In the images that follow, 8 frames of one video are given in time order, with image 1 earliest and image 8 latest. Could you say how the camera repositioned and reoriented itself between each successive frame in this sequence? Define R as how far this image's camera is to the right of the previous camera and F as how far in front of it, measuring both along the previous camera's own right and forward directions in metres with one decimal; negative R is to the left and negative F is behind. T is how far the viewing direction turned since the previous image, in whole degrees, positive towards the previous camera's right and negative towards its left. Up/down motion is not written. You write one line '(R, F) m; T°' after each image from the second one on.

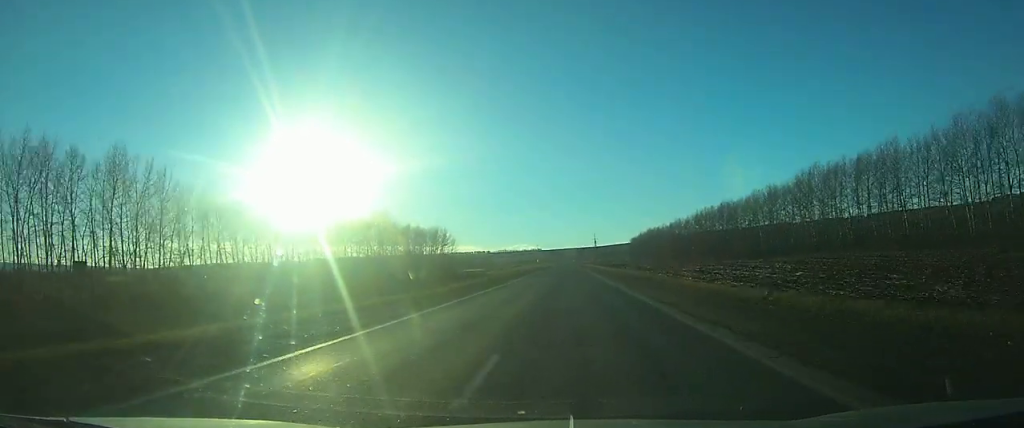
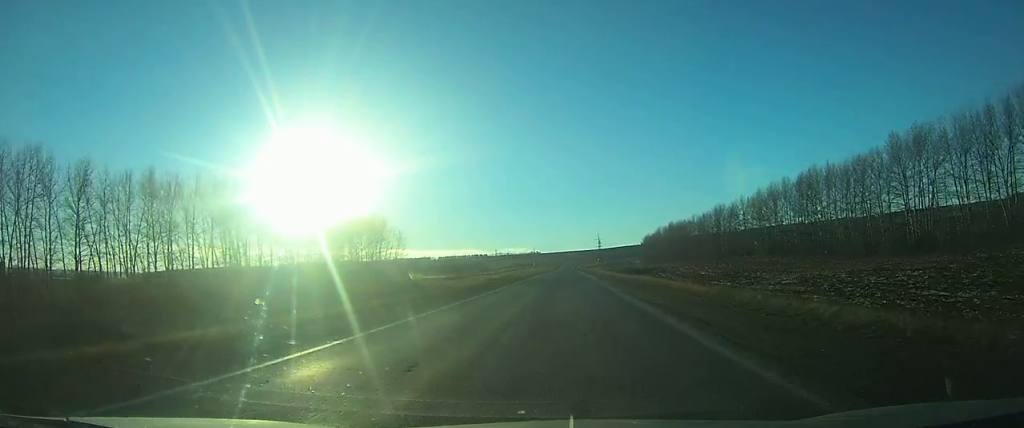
(0.0, +80.3) m; 0°
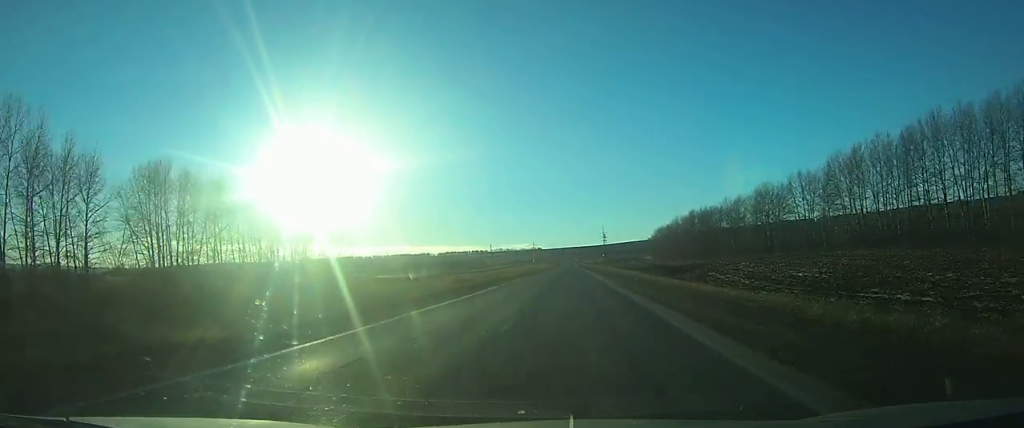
(-0.1, +47.6) m; 0°
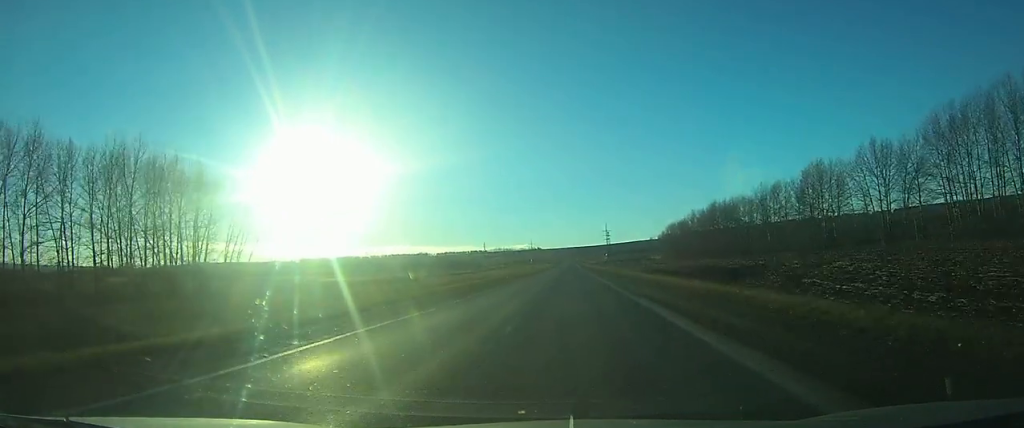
(-0.1, +35.4) m; 0°
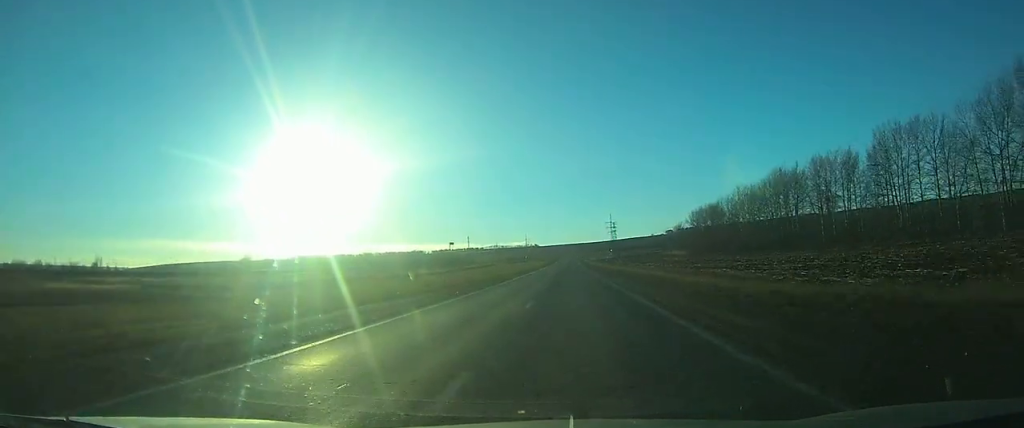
(+0.3, +63.2) m; 0°
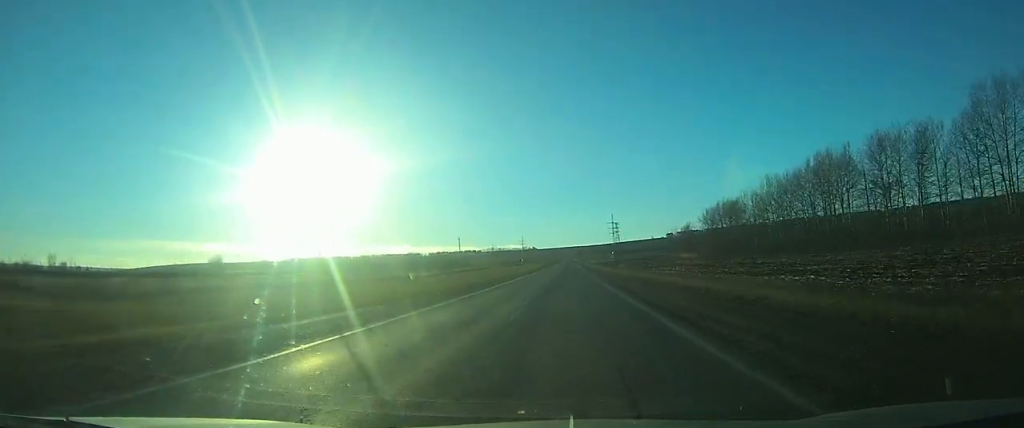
(+0.1, +26.5) m; 0°
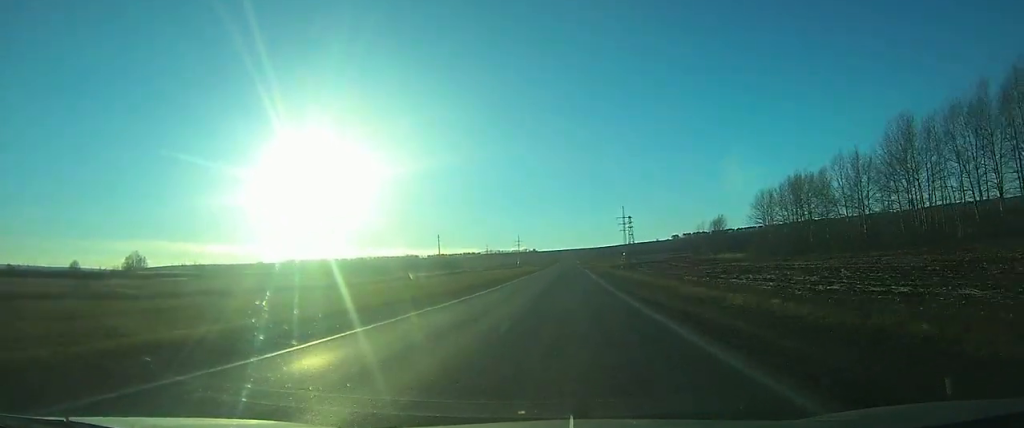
(-0.3, +63.4) m; 0°
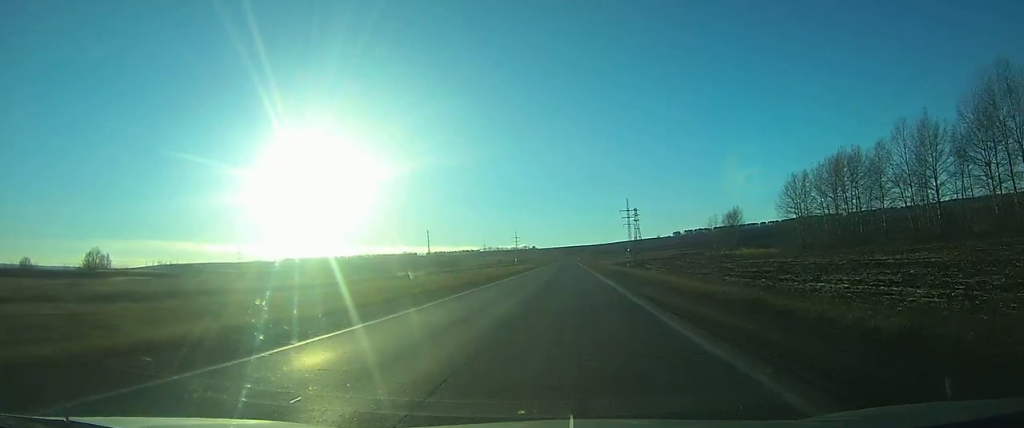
(0.0, +23.5) m; 0°
